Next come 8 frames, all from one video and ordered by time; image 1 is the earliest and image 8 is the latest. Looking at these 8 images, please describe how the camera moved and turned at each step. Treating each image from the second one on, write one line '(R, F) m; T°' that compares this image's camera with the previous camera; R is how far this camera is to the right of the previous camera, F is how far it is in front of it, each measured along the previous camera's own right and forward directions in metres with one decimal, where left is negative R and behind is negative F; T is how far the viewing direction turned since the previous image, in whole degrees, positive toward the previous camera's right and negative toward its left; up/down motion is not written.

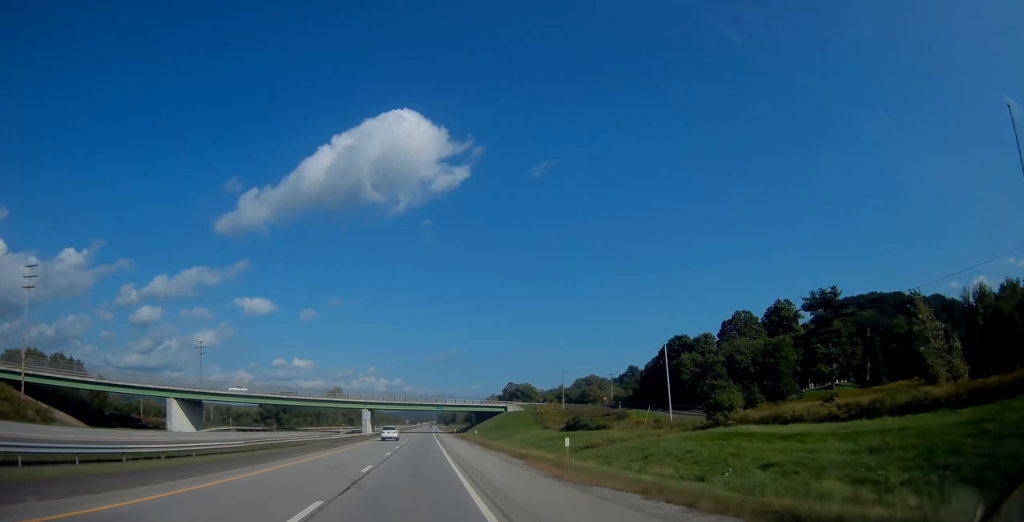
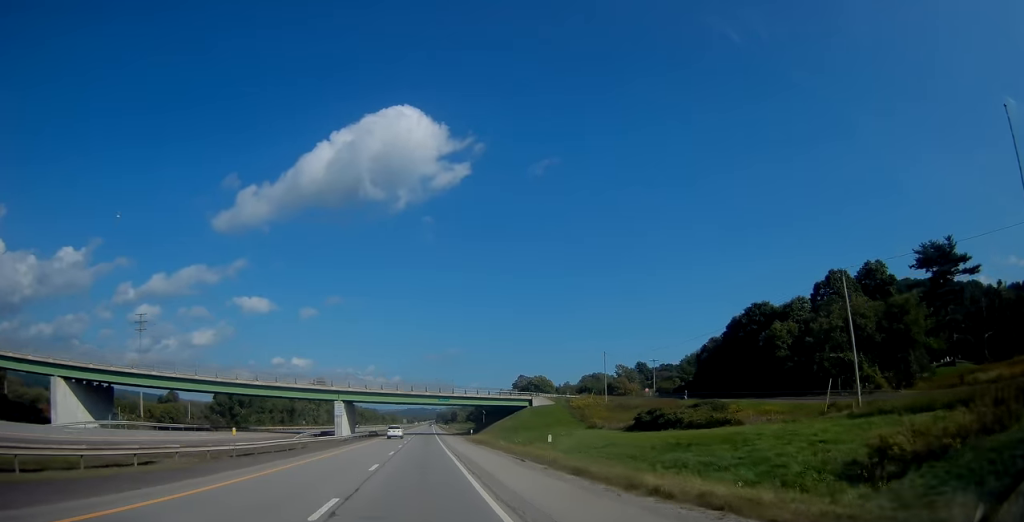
(0.0, +35.6) m; 0°
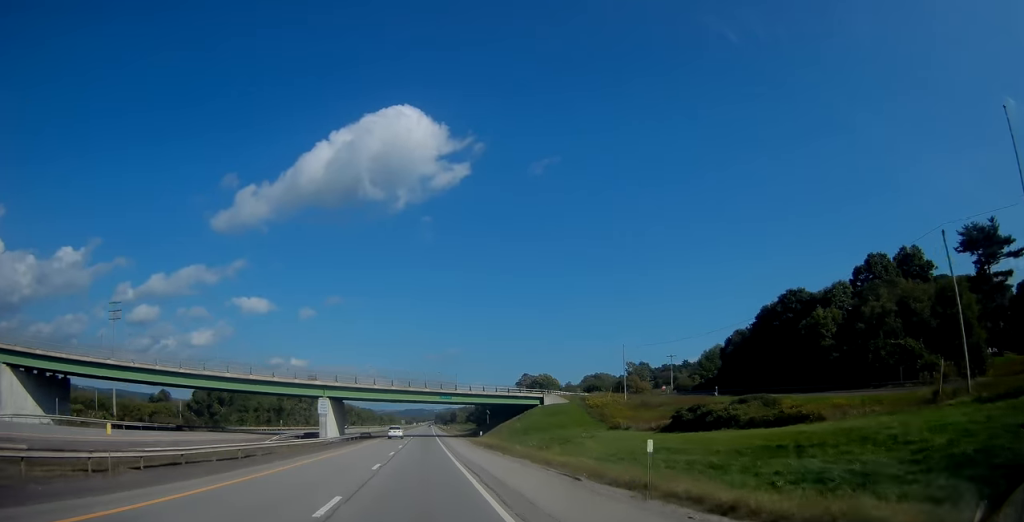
(0.0, +11.6) m; 0°
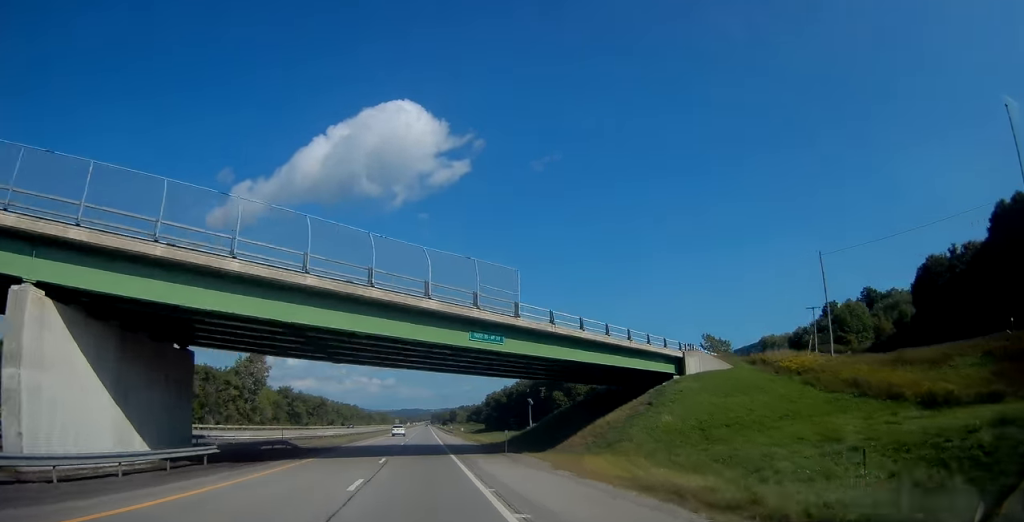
(0.0, +57.3) m; 0°
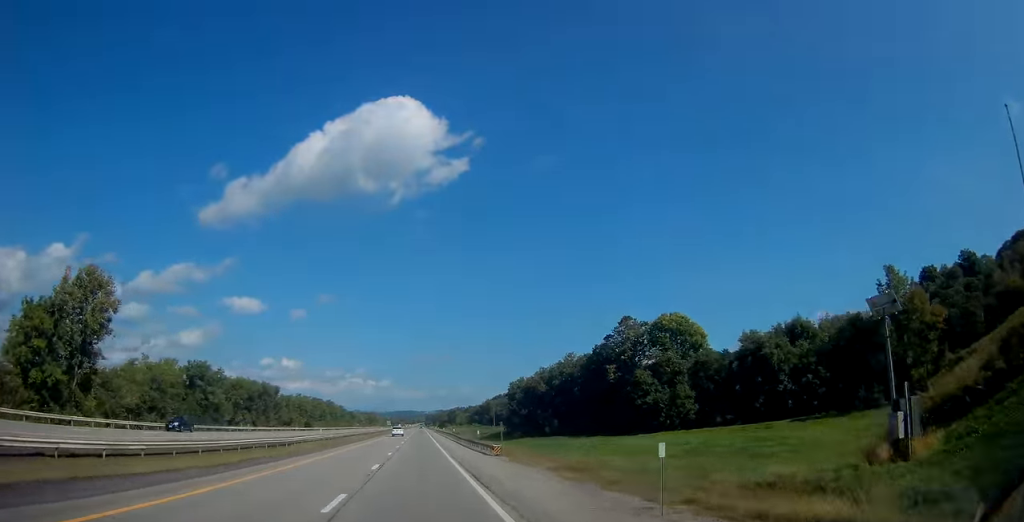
(+1.1, +64.6) m; +2°
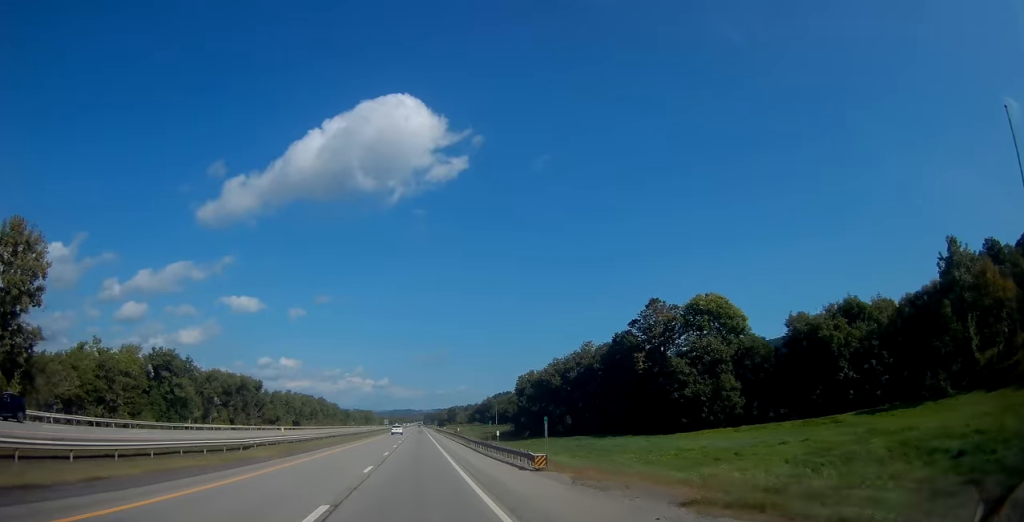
(0.0, +14.3) m; 0°
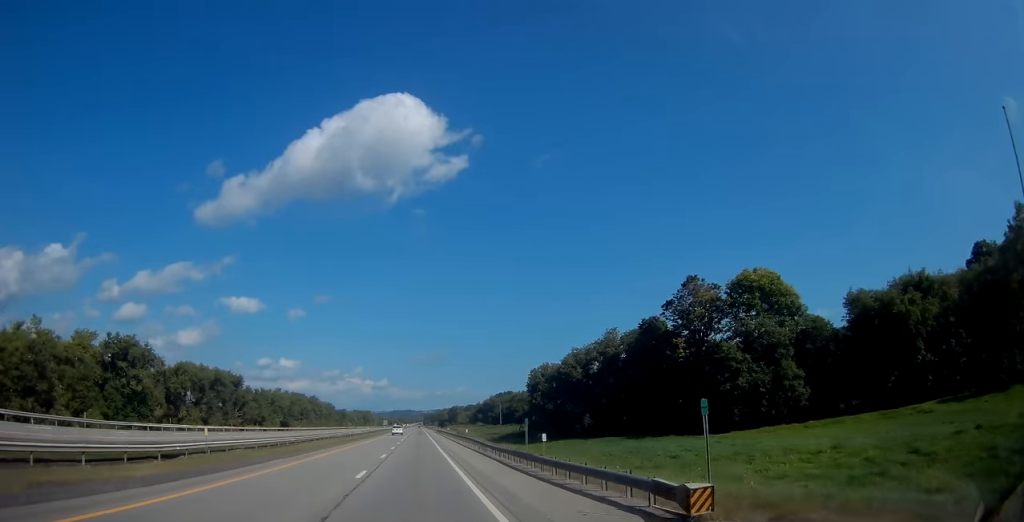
(0.0, +14.3) m; 0°
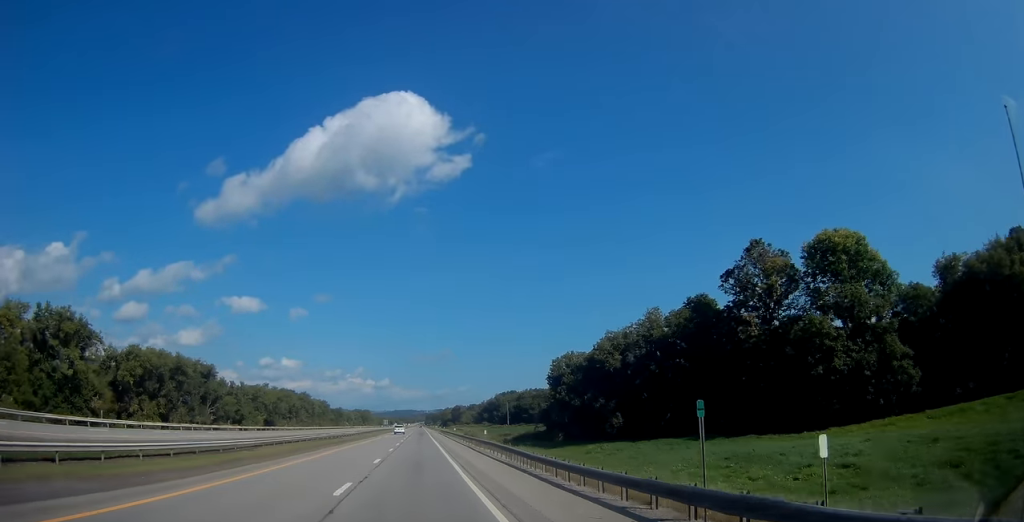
(0.0, +17.2) m; 0°
